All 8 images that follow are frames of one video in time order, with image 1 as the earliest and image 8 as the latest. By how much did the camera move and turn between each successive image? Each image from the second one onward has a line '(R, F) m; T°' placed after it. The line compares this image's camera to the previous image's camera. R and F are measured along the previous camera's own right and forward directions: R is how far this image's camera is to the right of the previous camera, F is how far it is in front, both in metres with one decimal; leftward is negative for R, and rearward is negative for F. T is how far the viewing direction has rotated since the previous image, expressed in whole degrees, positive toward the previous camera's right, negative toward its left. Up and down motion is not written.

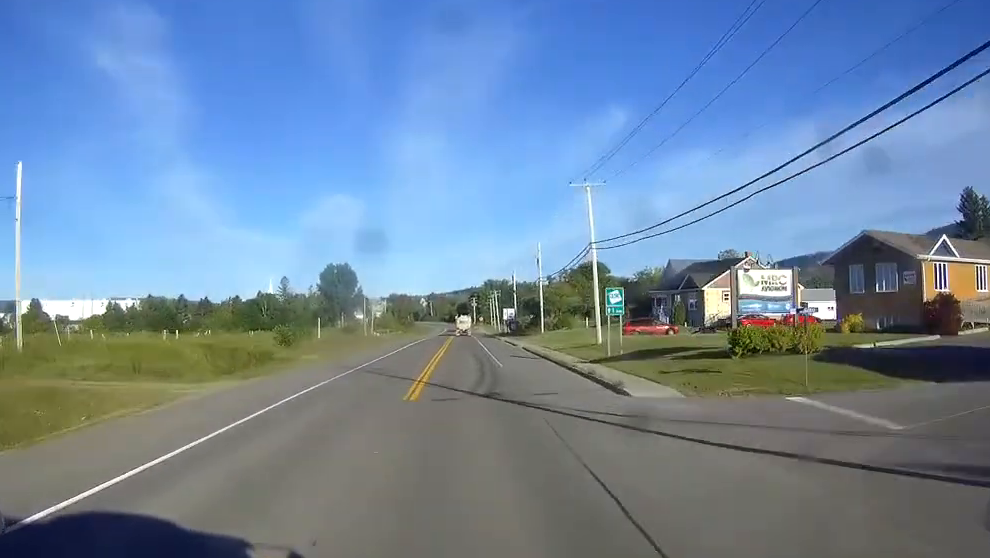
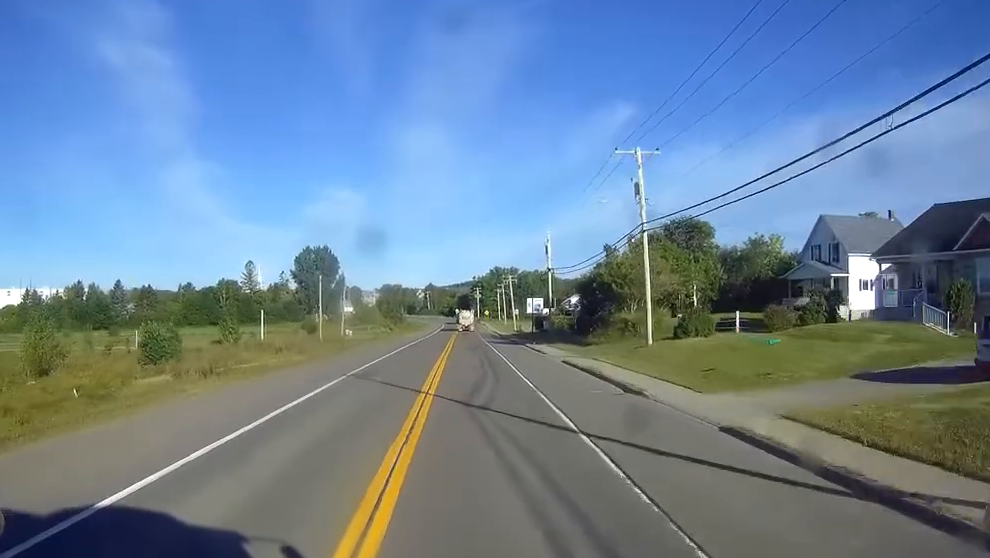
(-0.1, +52.4) m; 0°
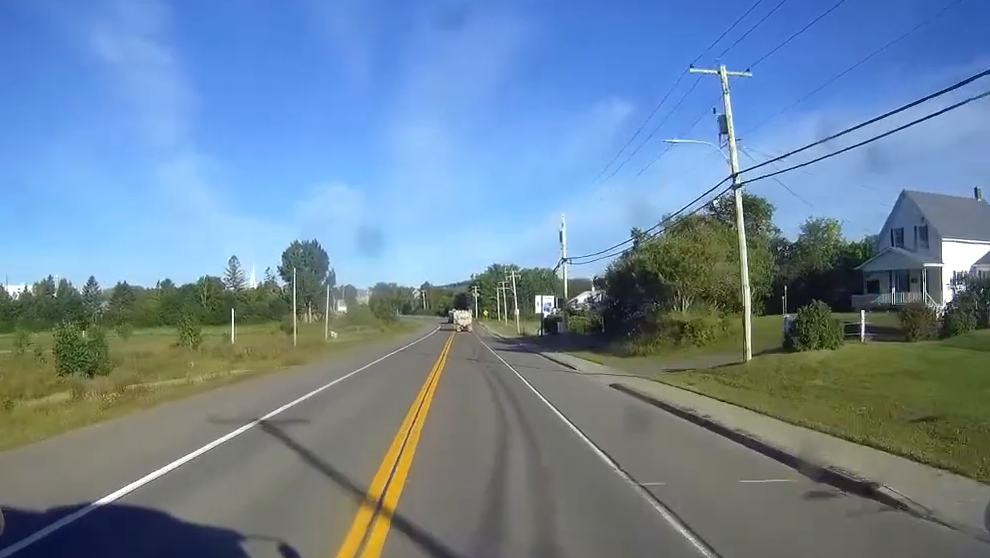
(0.0, +15.2) m; 0°
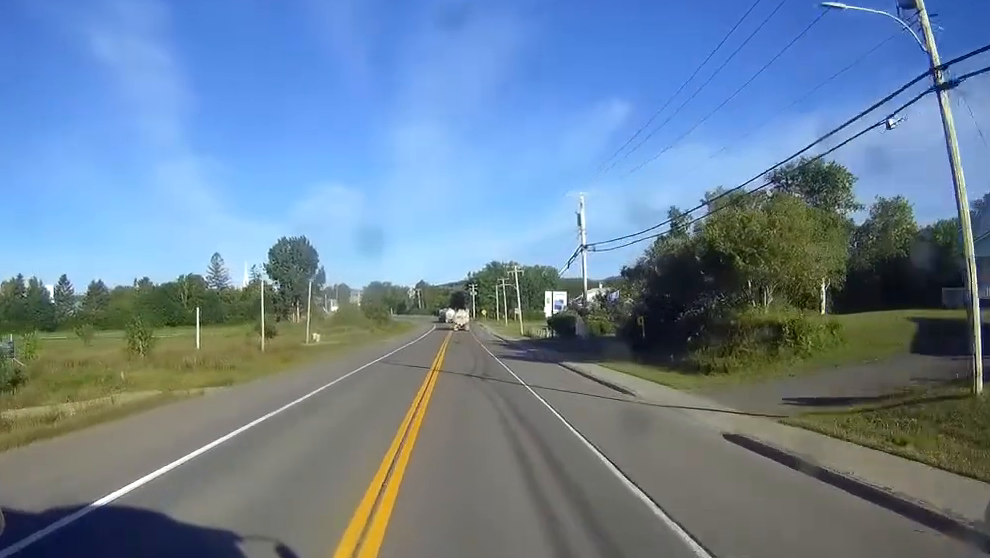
(+0.1, +13.7) m; 0°
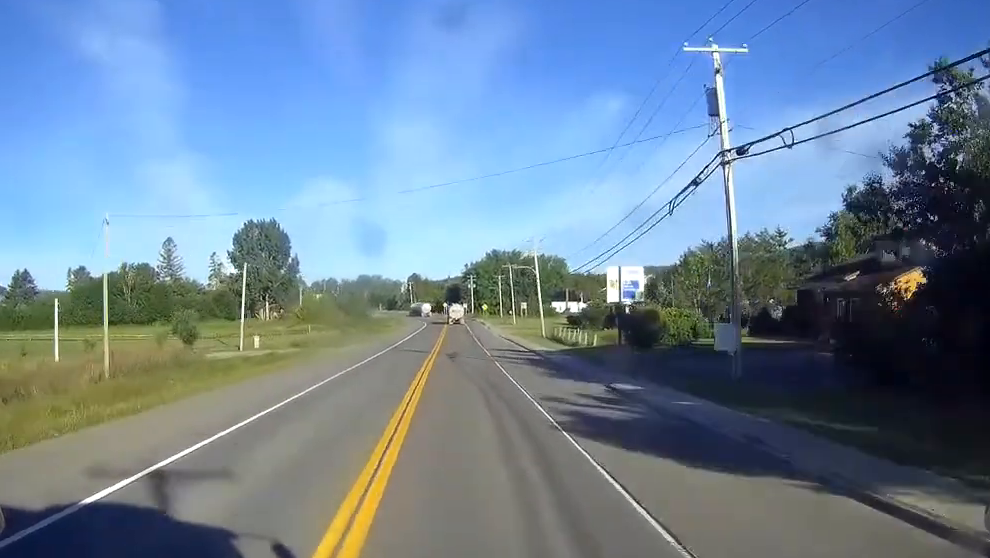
(+0.1, +35.2) m; +1°
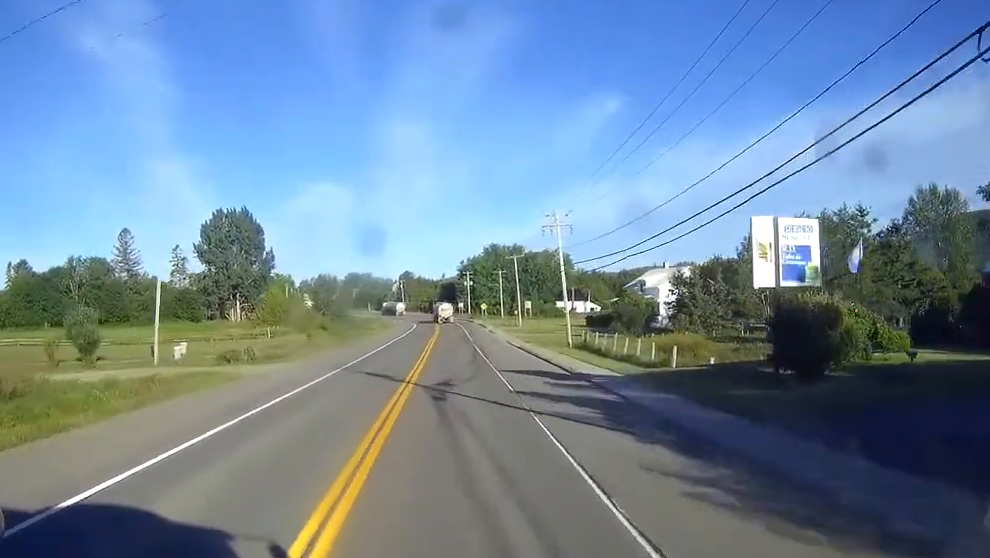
(+0.1, +23.8) m; 0°
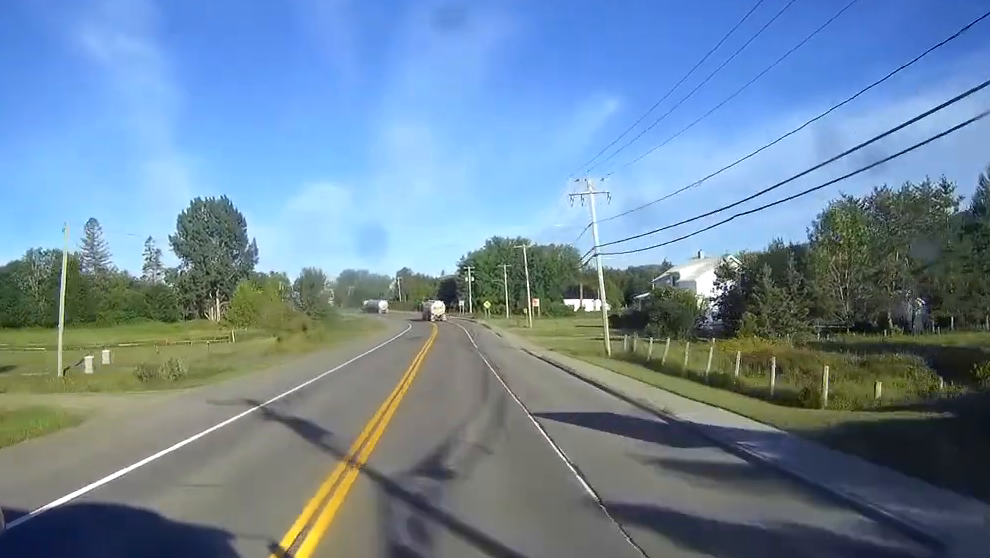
(0.0, +16.2) m; 0°
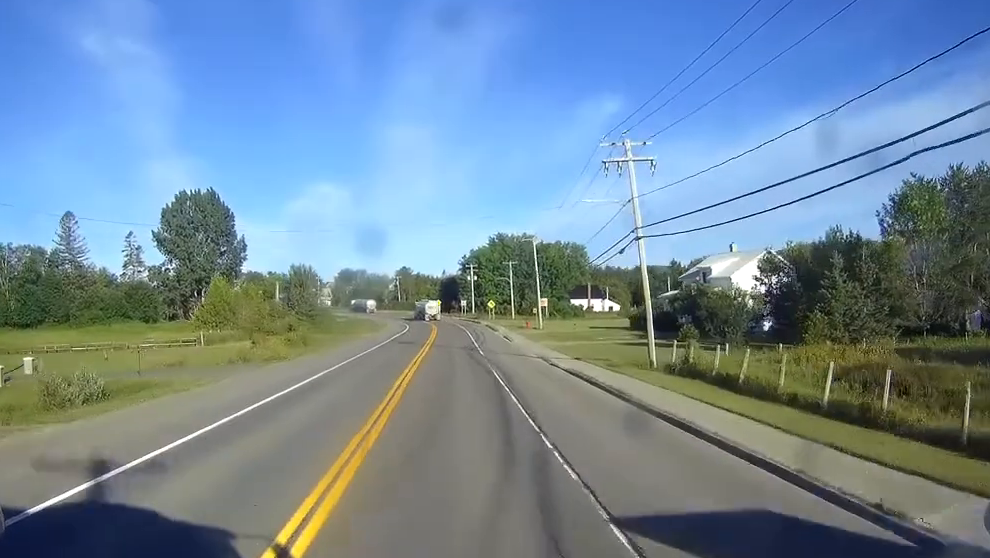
(0.0, +10.8) m; 0°
